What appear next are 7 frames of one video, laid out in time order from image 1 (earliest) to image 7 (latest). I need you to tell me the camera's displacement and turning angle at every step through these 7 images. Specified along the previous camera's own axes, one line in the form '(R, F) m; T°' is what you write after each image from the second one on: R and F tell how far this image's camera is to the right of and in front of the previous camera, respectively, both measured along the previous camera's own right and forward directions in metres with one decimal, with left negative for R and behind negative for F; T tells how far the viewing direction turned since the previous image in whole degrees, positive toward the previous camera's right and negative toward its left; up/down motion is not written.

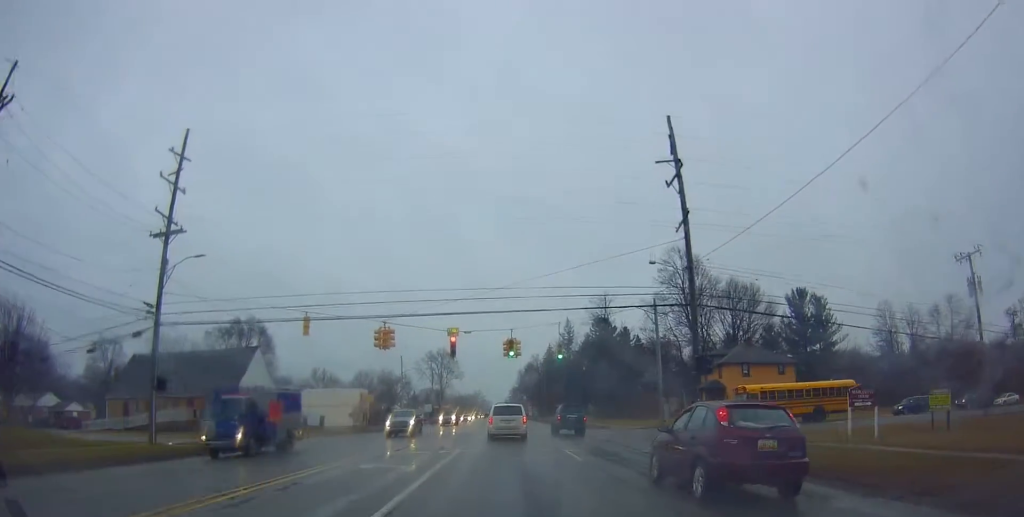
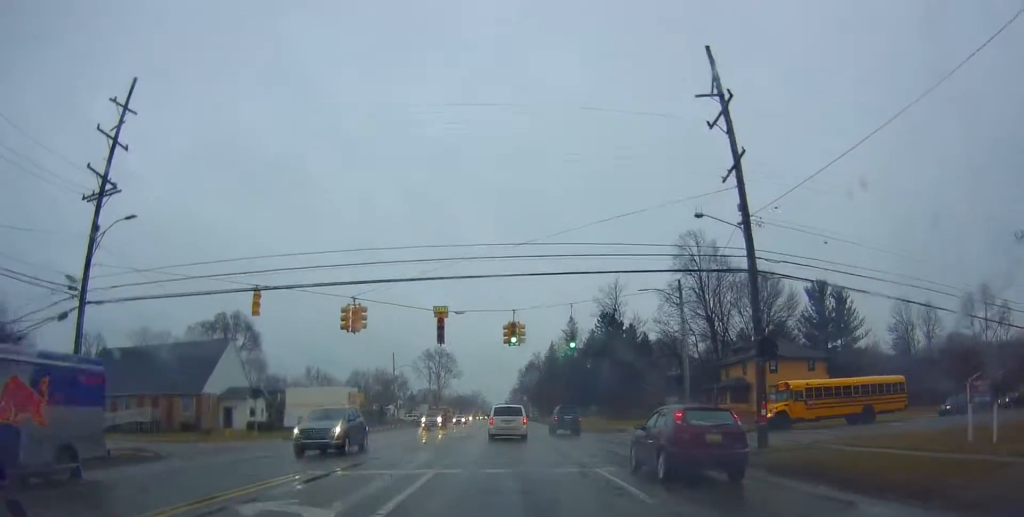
(-0.1, +6.5) m; -1°
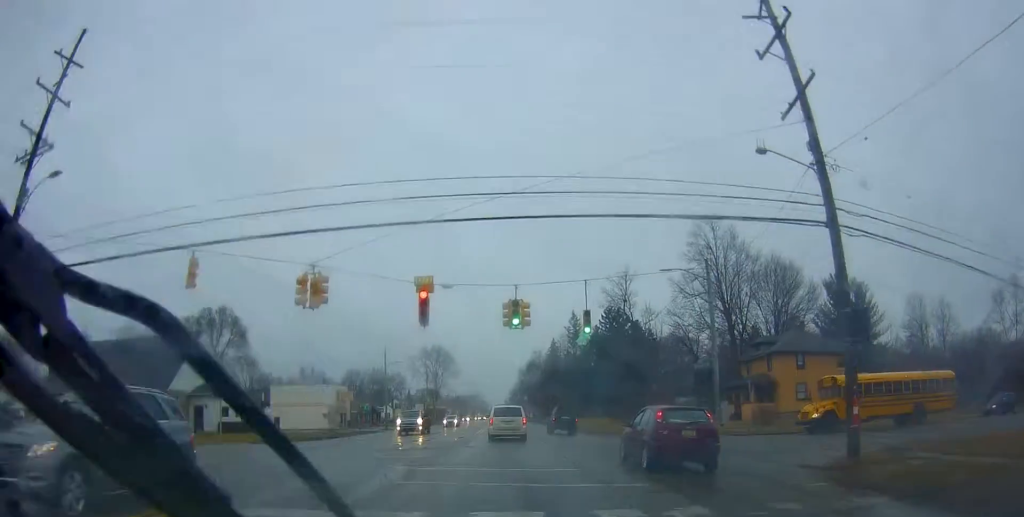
(-0.3, +5.5) m; 0°
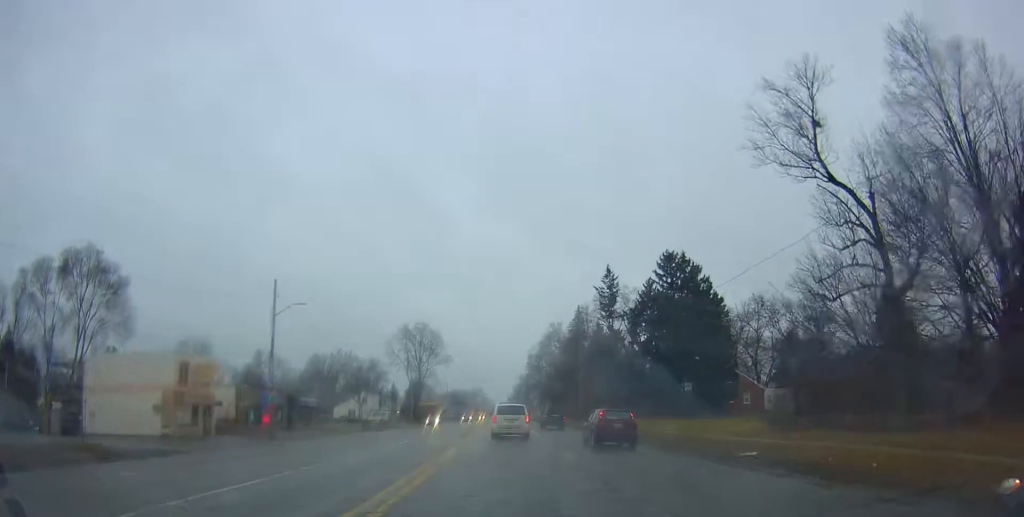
(+1.2, +38.8) m; +2°
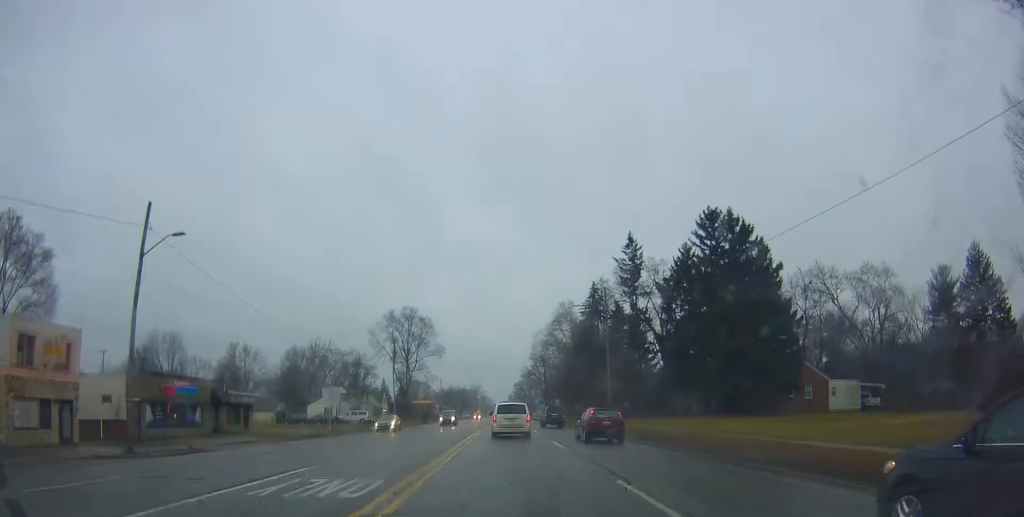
(-0.1, +16.1) m; -1°
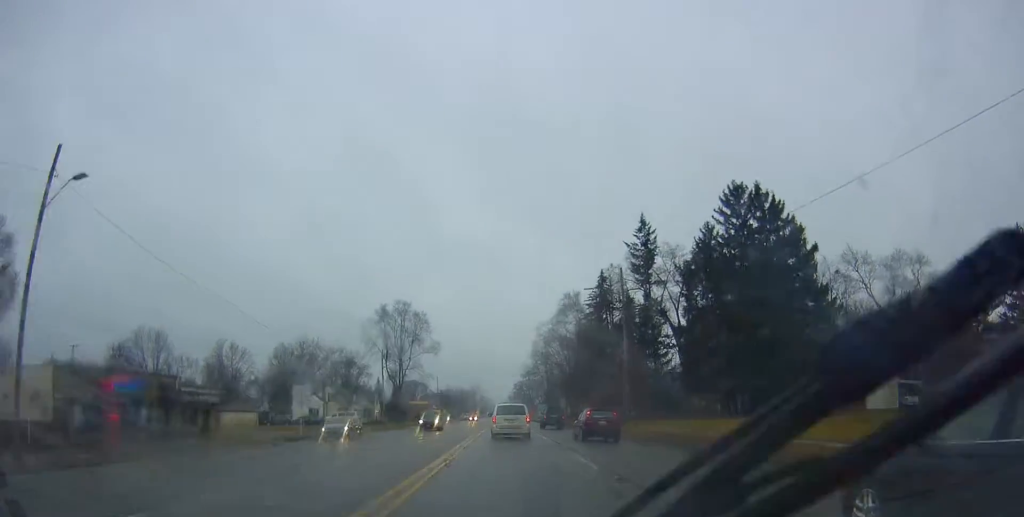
(-0.4, +7.2) m; 0°
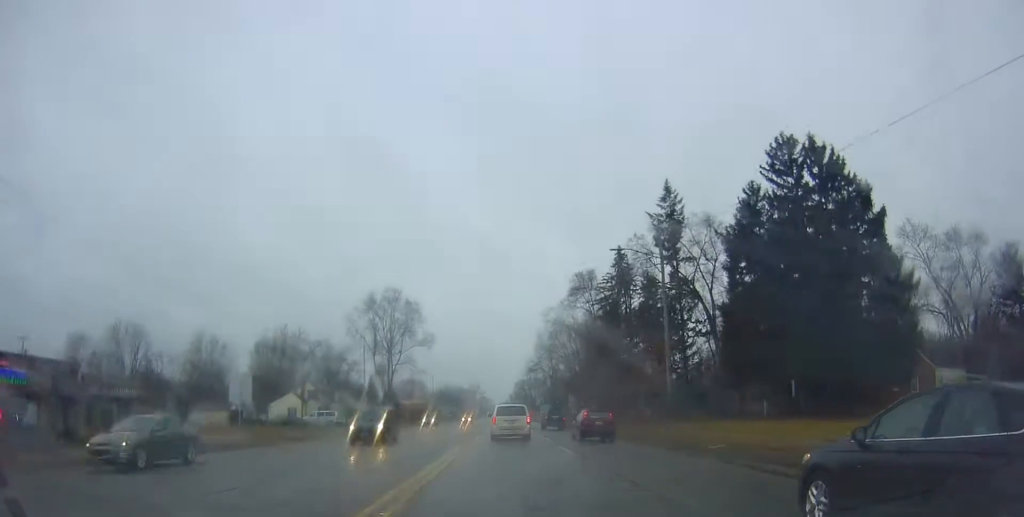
(+0.3, +10.9) m; 0°
